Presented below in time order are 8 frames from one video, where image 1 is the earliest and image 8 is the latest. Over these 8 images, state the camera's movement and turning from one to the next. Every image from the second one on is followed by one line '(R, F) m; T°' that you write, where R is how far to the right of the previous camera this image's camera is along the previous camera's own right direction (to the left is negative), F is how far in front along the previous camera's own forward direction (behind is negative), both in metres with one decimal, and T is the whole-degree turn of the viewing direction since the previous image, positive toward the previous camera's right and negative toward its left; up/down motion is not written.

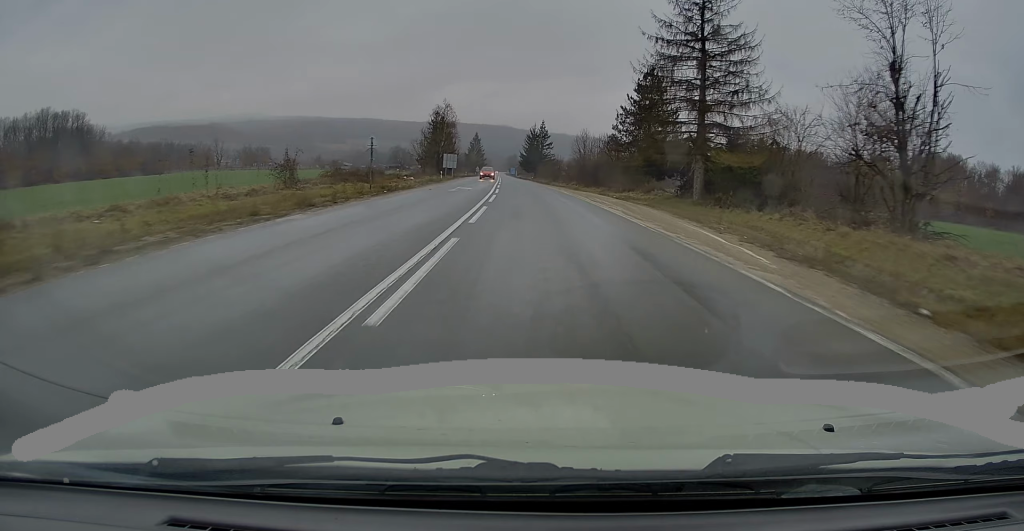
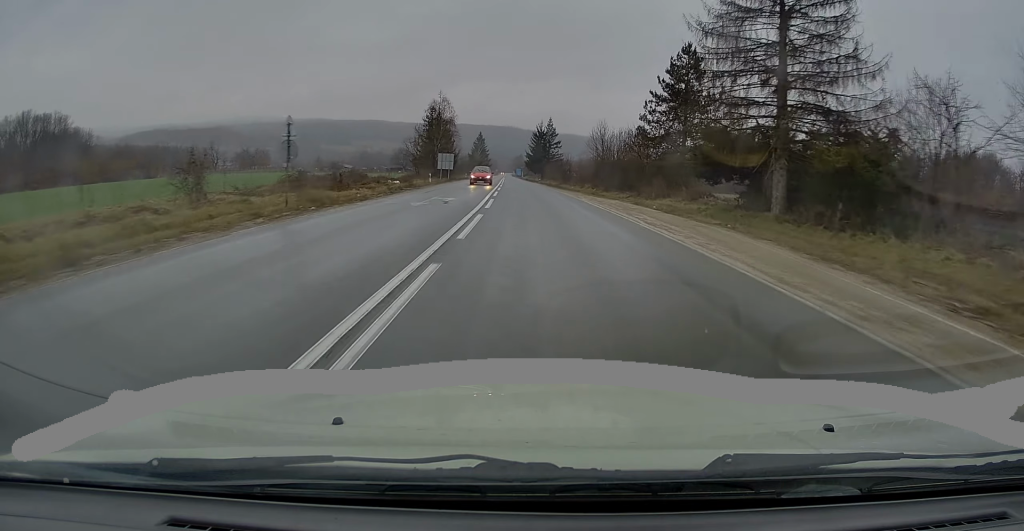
(-0.2, +11.9) m; -1°
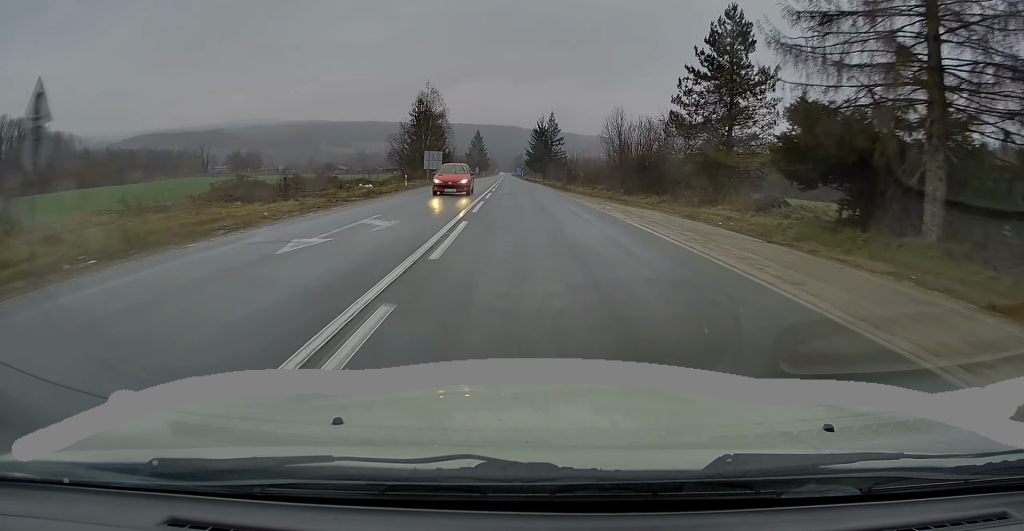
(-0.1, +11.2) m; 0°
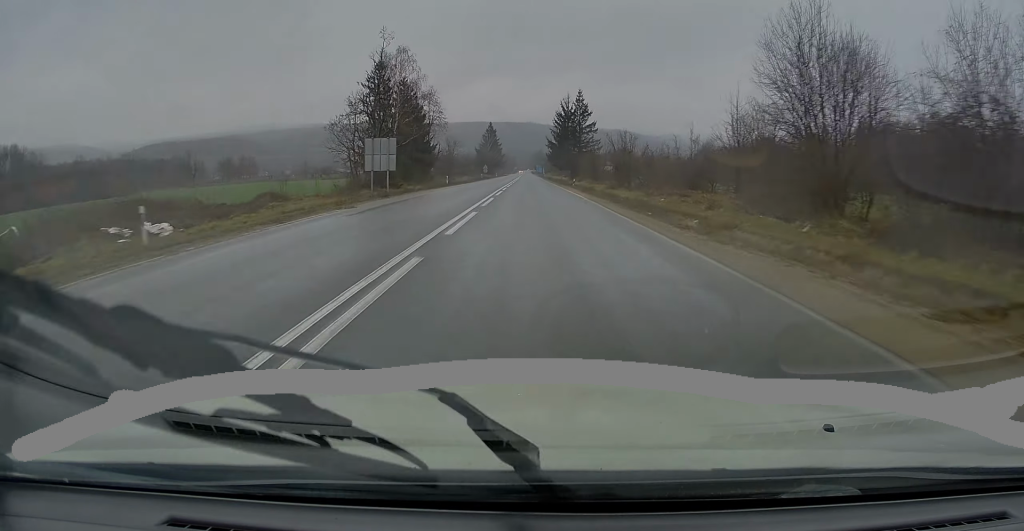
(0.0, +32.5) m; -1°
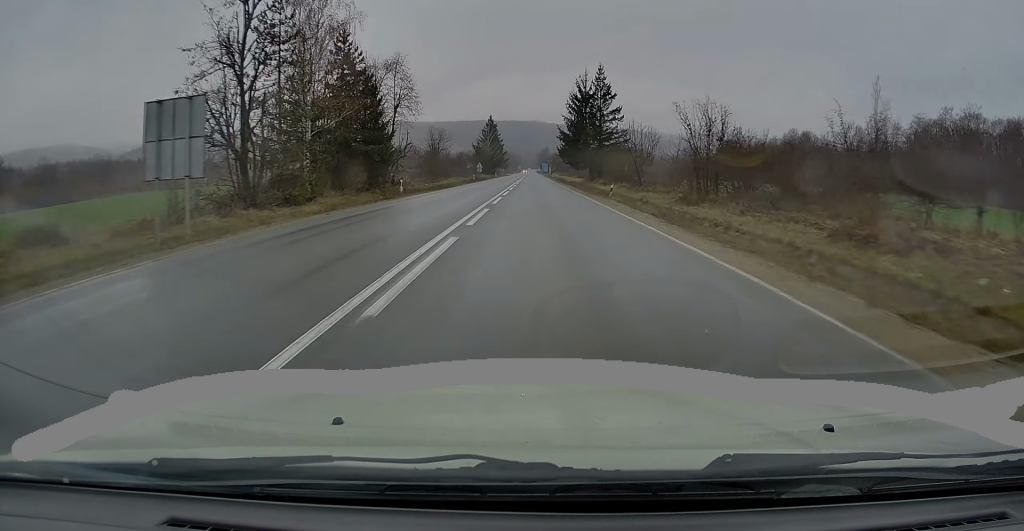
(-0.3, +24.3) m; -1°
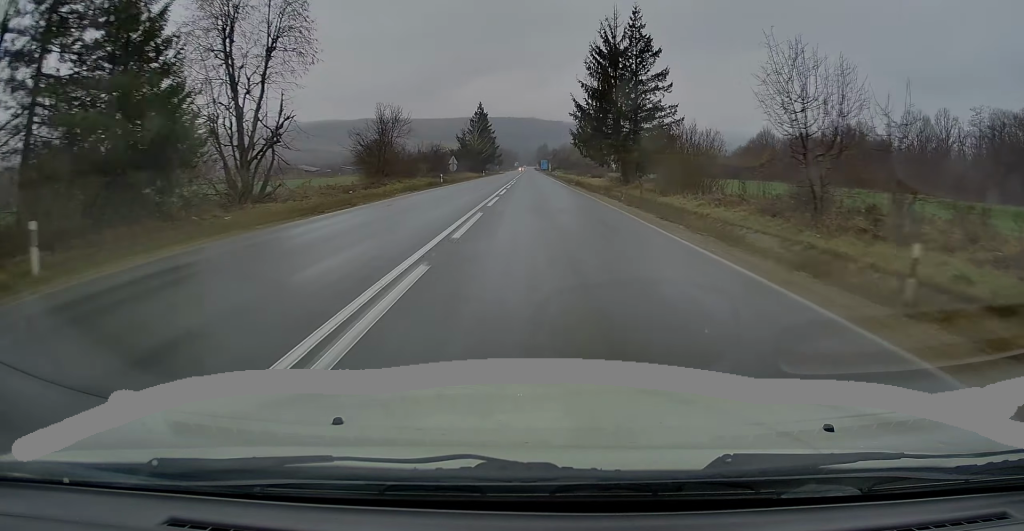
(-0.1, +29.4) m; 0°
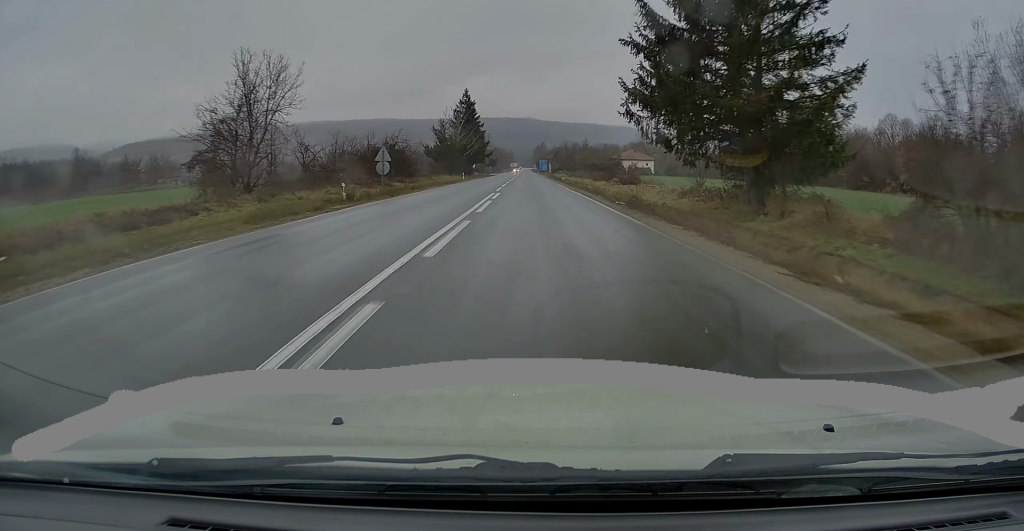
(-0.1, +29.4) m; 0°
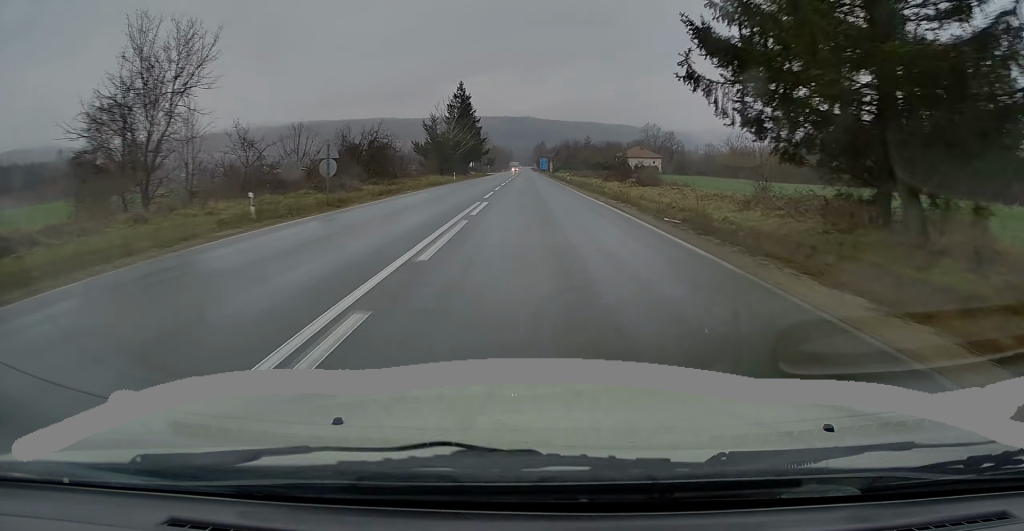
(-0.1, +9.3) m; +1°
